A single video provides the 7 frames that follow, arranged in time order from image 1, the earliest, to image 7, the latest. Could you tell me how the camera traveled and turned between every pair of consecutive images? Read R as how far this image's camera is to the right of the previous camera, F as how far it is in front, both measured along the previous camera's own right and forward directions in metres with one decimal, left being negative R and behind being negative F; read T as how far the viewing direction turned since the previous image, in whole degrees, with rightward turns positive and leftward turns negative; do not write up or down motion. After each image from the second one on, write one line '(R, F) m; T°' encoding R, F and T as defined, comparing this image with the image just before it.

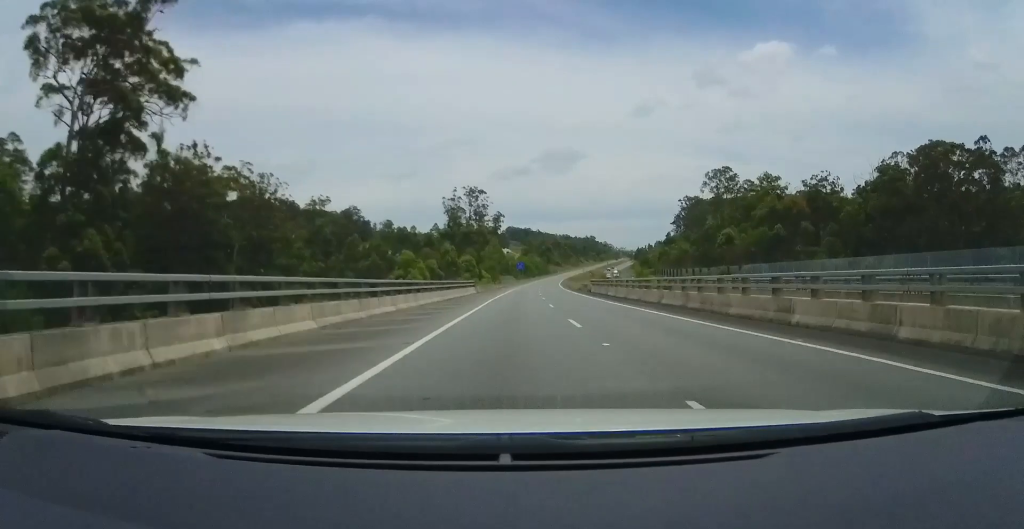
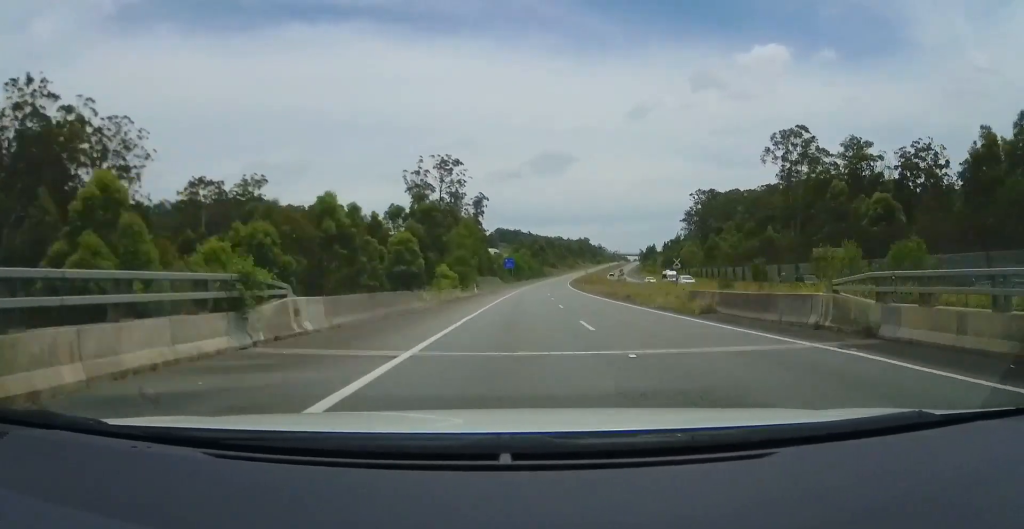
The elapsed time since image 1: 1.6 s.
(+0.6, +49.0) m; +2°
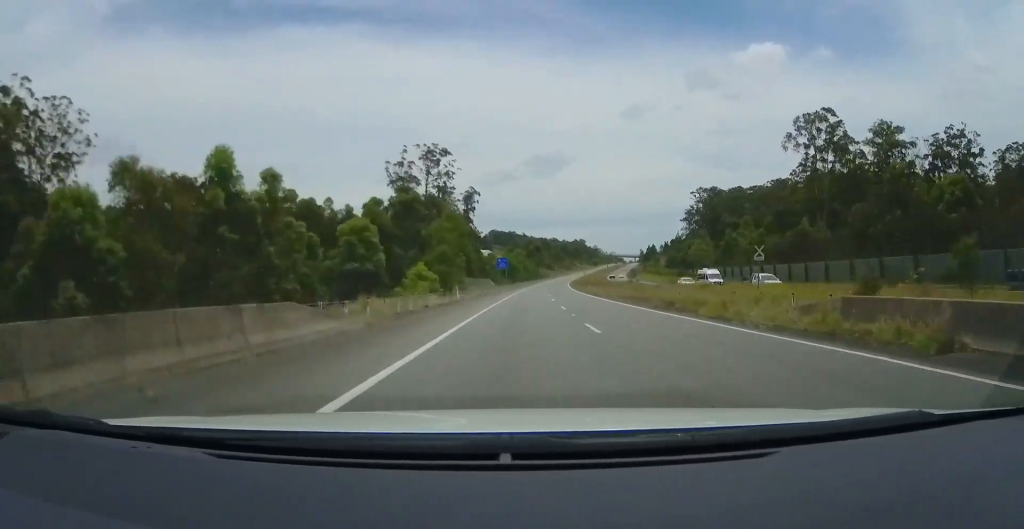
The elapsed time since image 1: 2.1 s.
(-0.2, +13.1) m; +1°
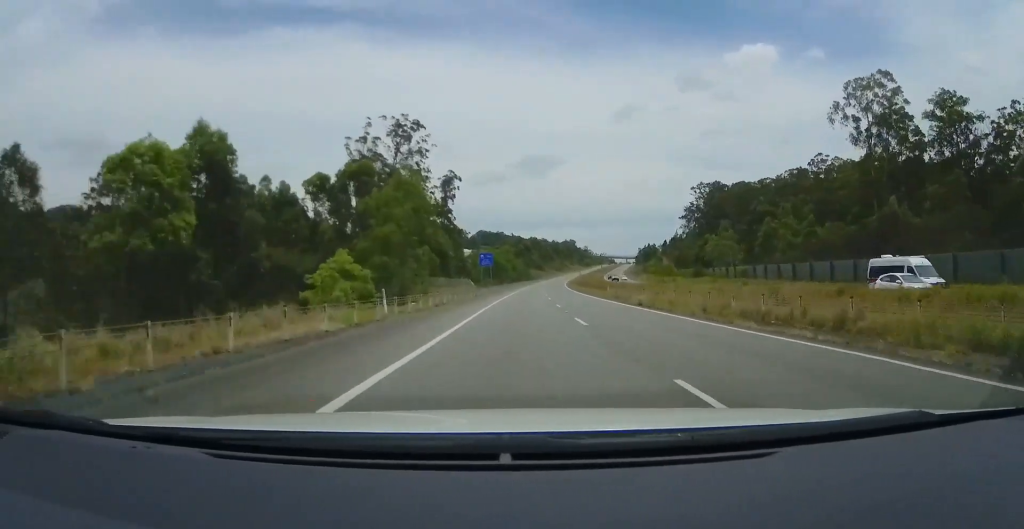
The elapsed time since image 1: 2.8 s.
(+0.5, +22.8) m; +1°
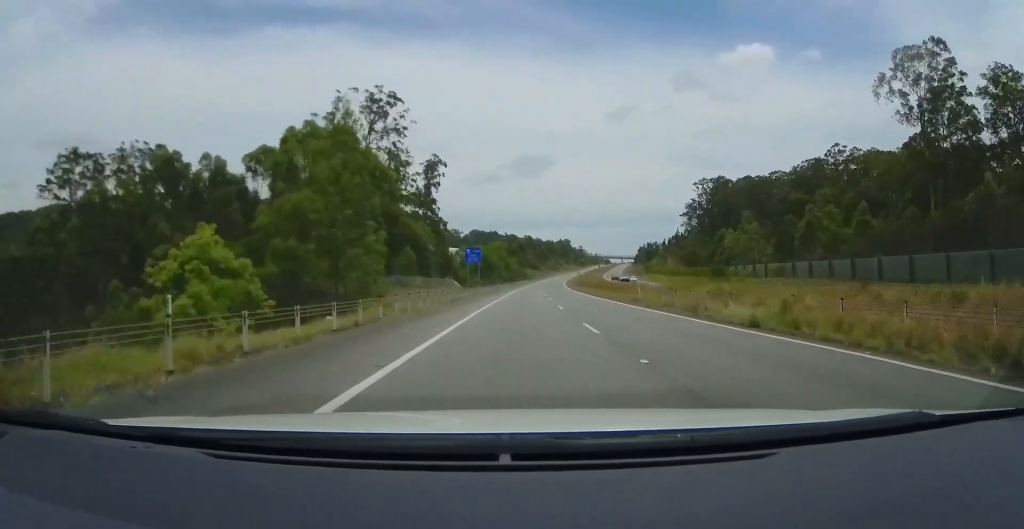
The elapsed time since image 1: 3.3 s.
(+0.2, +14.4) m; +1°
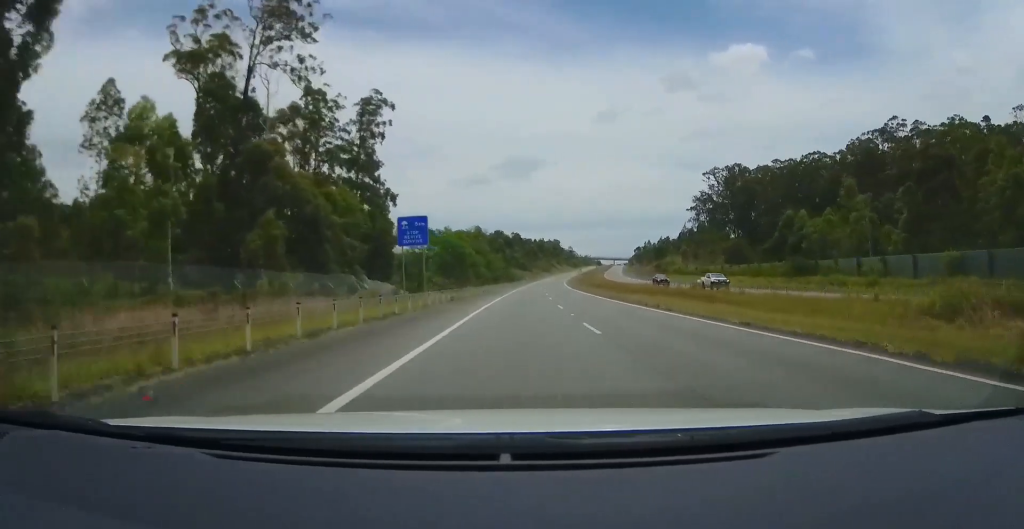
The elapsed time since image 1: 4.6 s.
(+0.3, +37.2) m; +1°
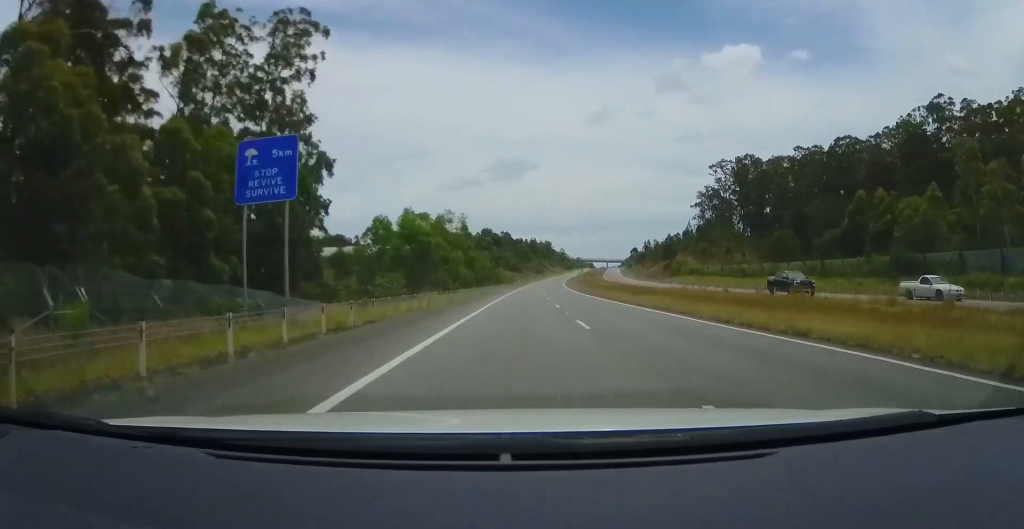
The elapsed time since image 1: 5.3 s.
(+0.3, +22.7) m; +1°
